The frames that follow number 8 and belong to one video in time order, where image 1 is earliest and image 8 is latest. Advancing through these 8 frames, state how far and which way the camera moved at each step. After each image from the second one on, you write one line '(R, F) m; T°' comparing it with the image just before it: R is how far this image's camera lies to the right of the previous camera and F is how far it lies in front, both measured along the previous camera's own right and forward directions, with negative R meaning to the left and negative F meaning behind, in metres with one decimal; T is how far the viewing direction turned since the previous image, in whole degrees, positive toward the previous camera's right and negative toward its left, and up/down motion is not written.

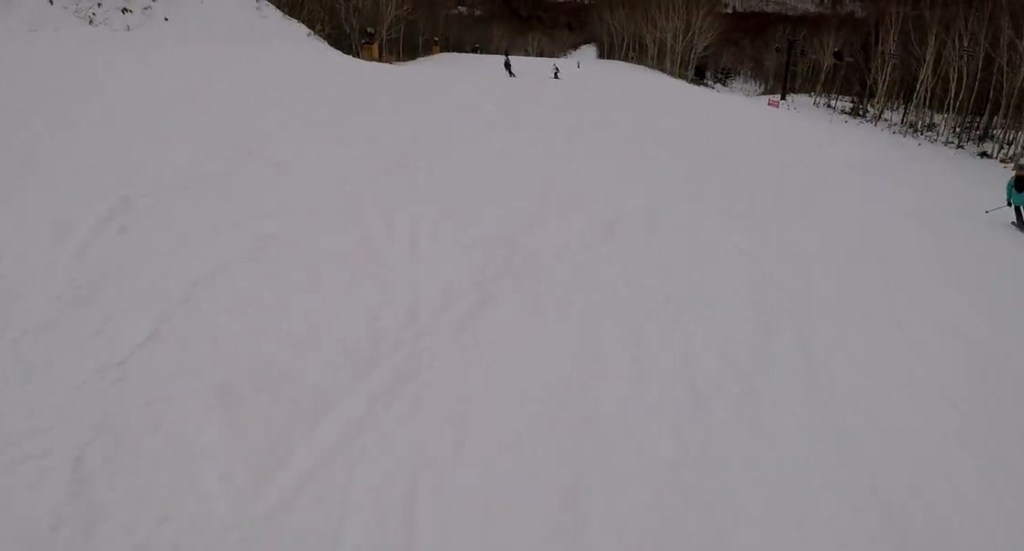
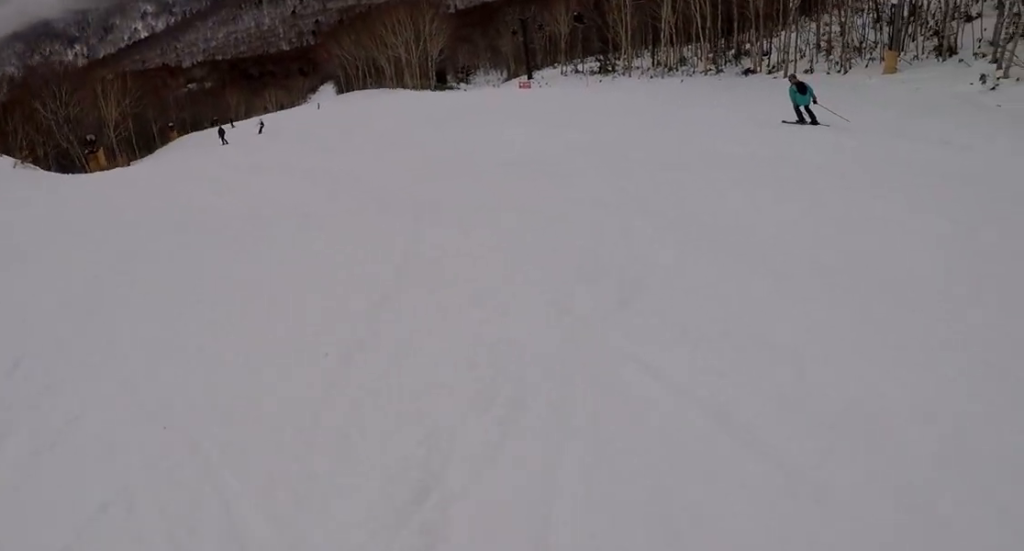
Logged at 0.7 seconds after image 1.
(+0.3, +3.8) m; +6°
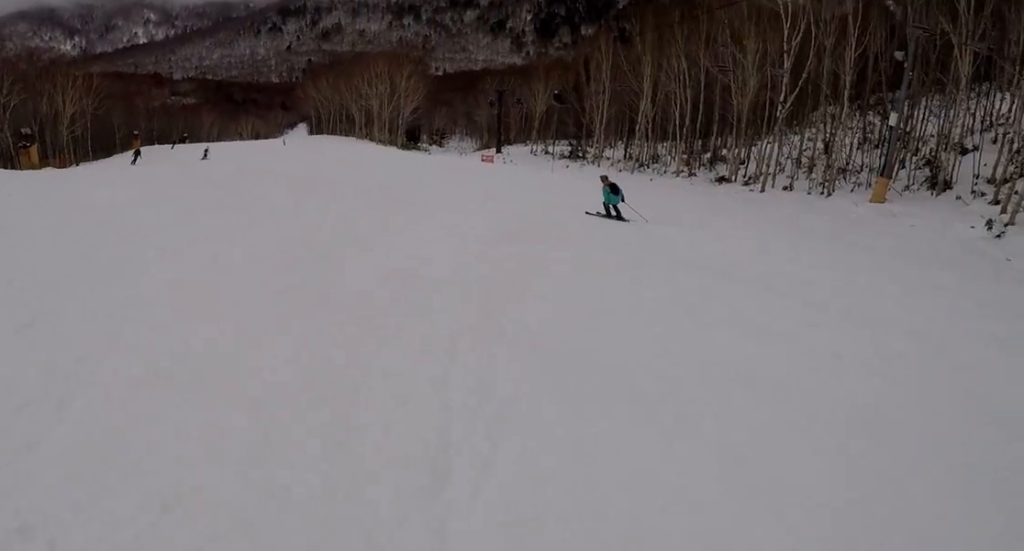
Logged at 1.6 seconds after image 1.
(+0.1, +4.8) m; 0°
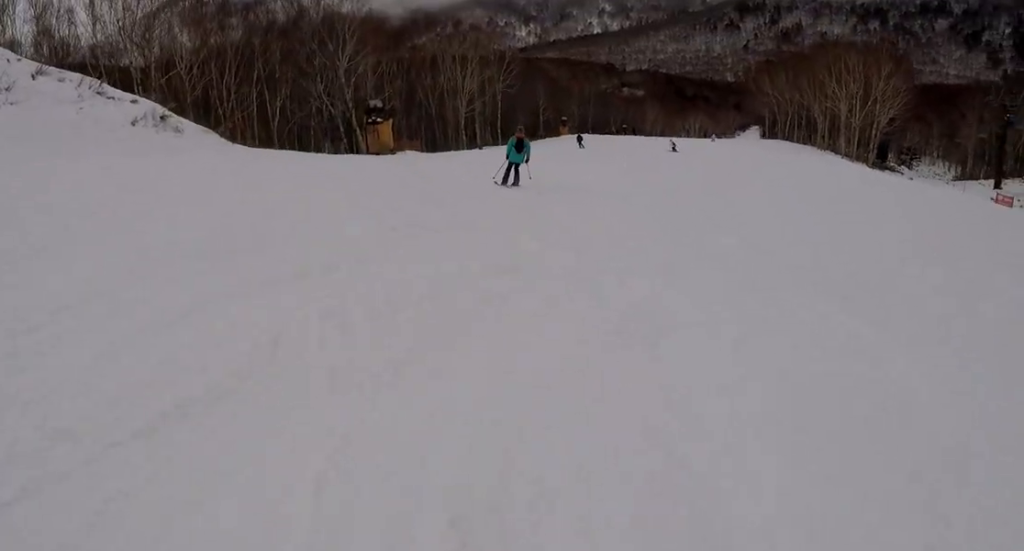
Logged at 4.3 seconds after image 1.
(-8.3, +13.6) m; -30°
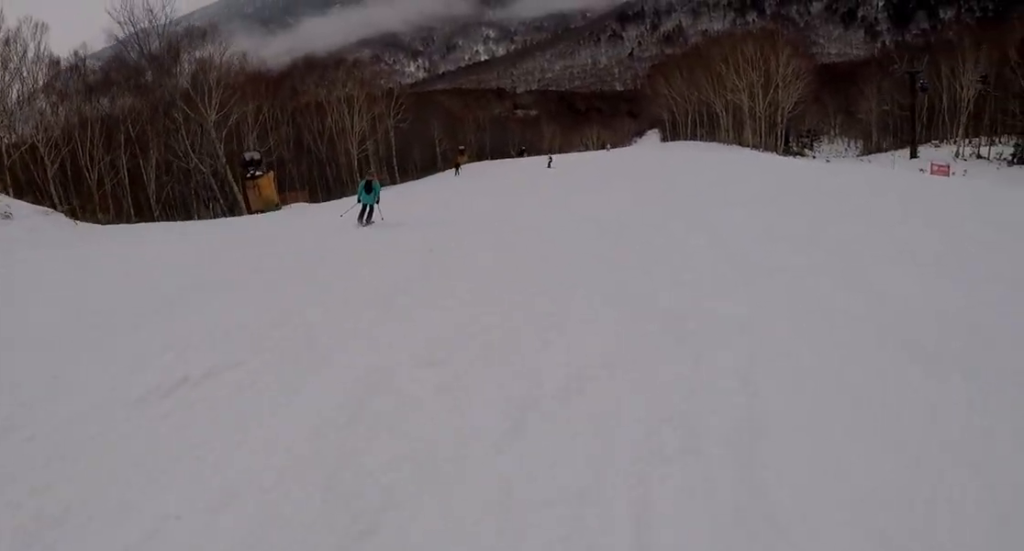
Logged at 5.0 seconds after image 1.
(+0.9, +4.4) m; +14°
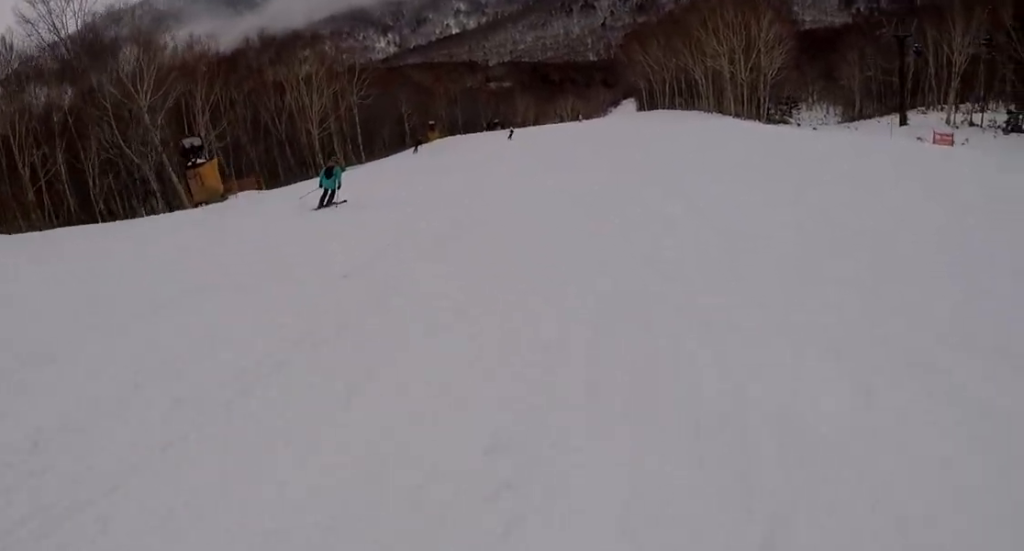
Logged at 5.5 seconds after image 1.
(+0.5, +3.2) m; +9°
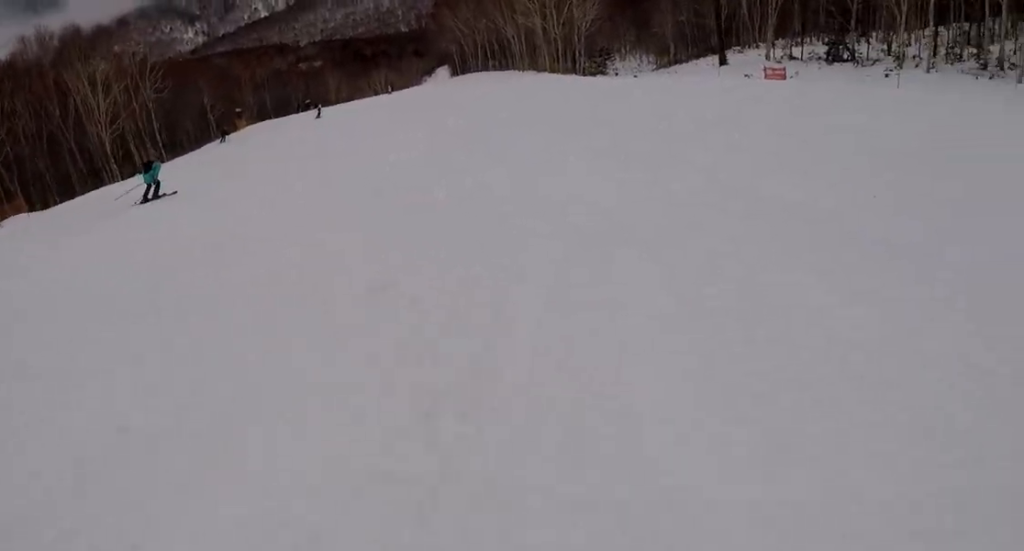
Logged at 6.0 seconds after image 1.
(+0.1, +3.5) m; +3°
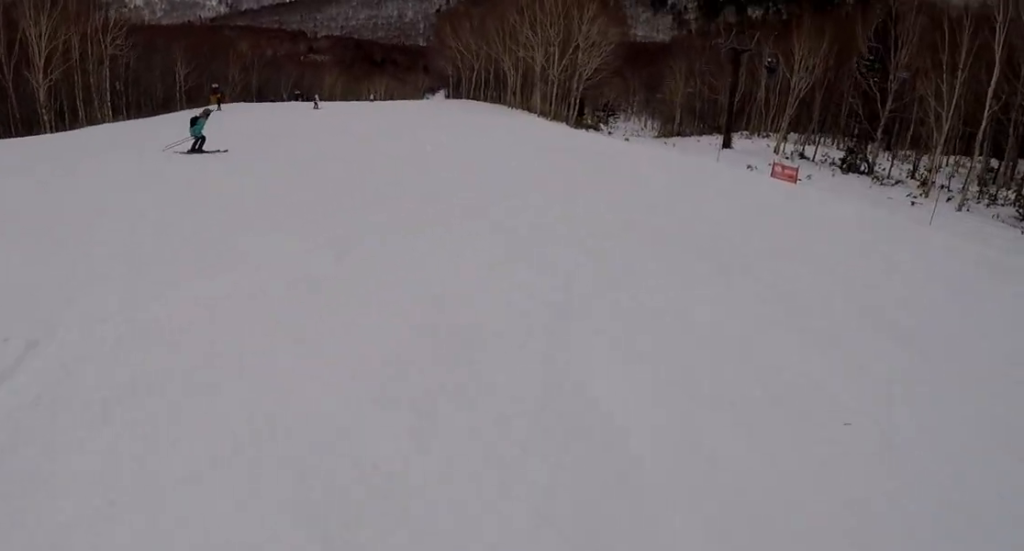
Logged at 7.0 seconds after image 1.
(+0.2, +6.7) m; -8°
